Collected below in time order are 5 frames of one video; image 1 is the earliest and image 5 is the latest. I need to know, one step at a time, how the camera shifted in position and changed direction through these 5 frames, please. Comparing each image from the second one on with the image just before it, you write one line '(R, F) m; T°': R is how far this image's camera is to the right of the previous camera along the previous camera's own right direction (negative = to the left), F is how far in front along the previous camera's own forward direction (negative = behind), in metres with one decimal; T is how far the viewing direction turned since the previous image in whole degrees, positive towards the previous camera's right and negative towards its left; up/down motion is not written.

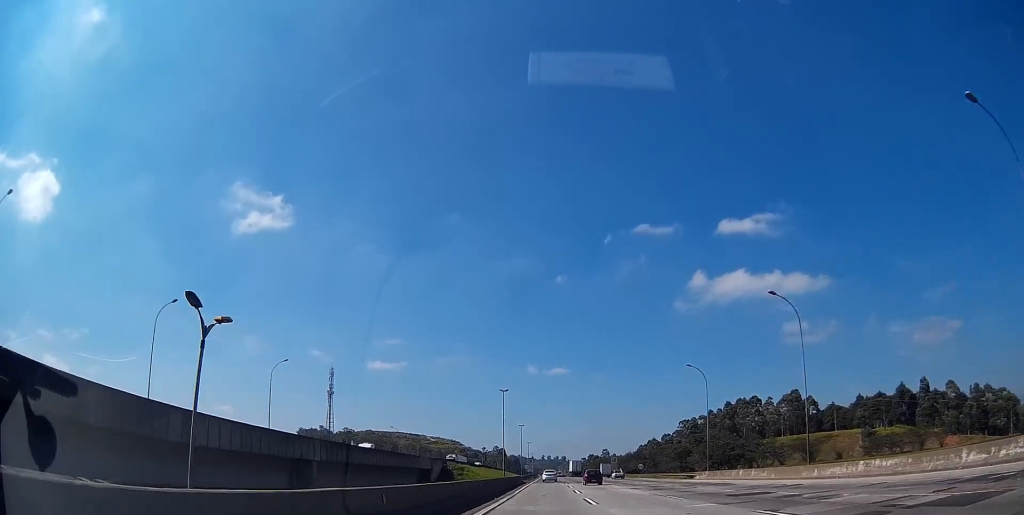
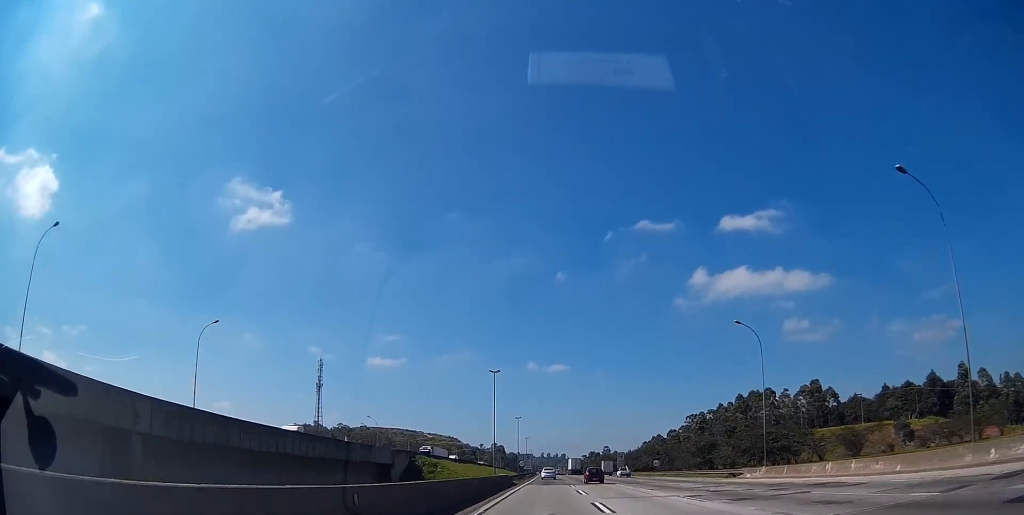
(0.0, +17.6) m; 0°
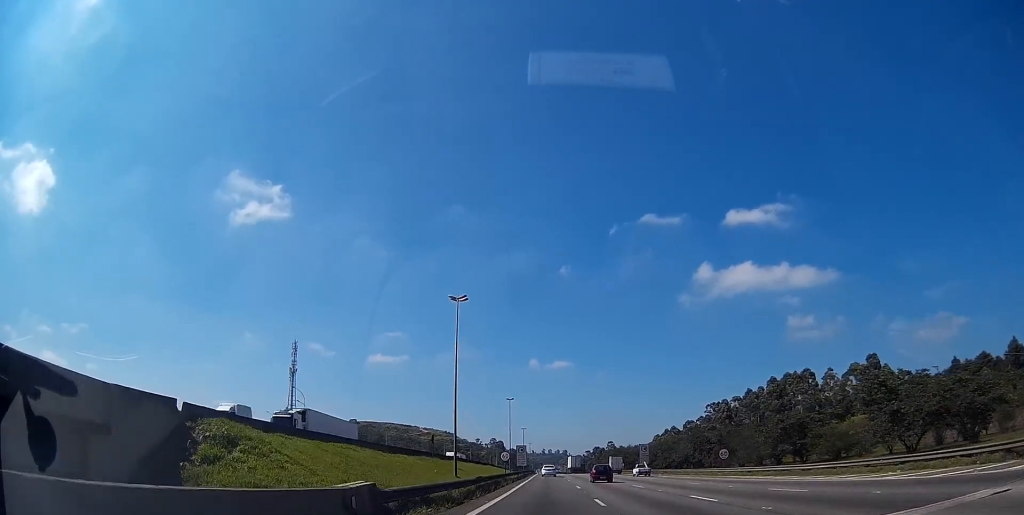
(+0.2, +34.9) m; +1°
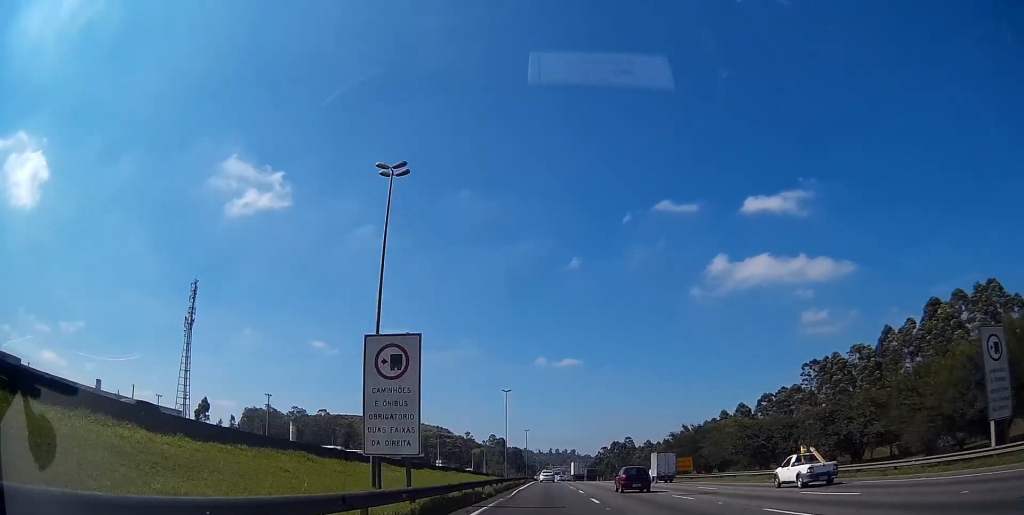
(-0.9, +95.9) m; -1°
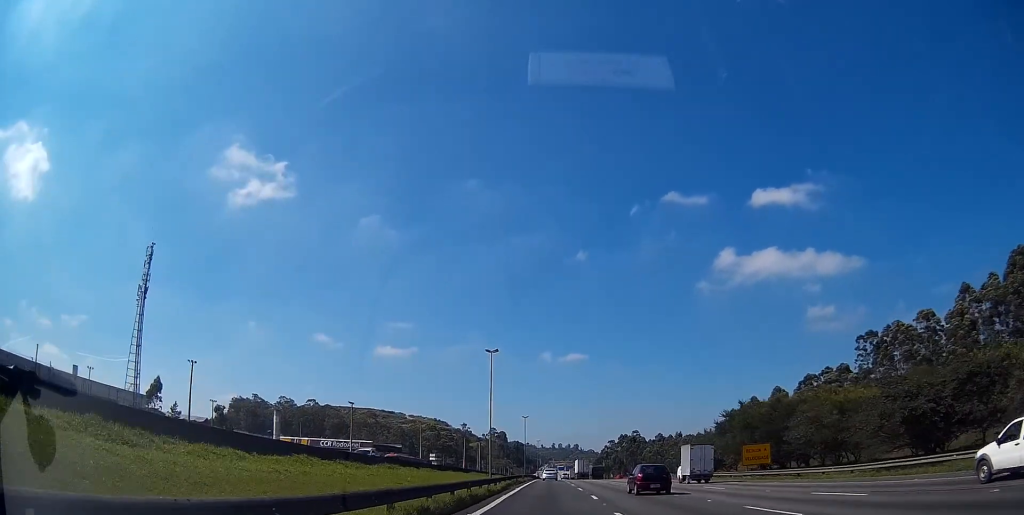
(0.0, +27.6) m; -1°
